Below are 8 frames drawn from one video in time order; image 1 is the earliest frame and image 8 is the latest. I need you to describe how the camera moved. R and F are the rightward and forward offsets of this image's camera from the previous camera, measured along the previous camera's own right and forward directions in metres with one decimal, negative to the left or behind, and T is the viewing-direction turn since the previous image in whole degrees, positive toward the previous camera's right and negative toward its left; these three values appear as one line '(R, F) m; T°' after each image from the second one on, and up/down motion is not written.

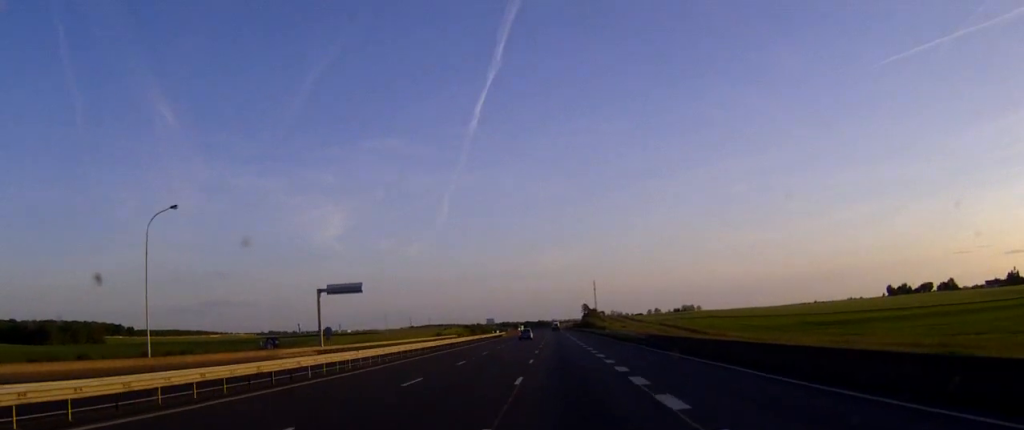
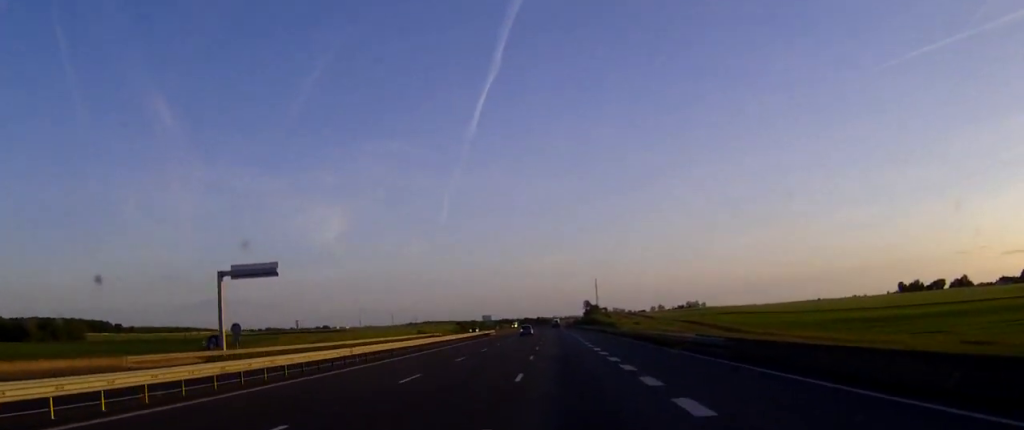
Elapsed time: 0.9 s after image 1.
(0.0, +26.8) m; 0°
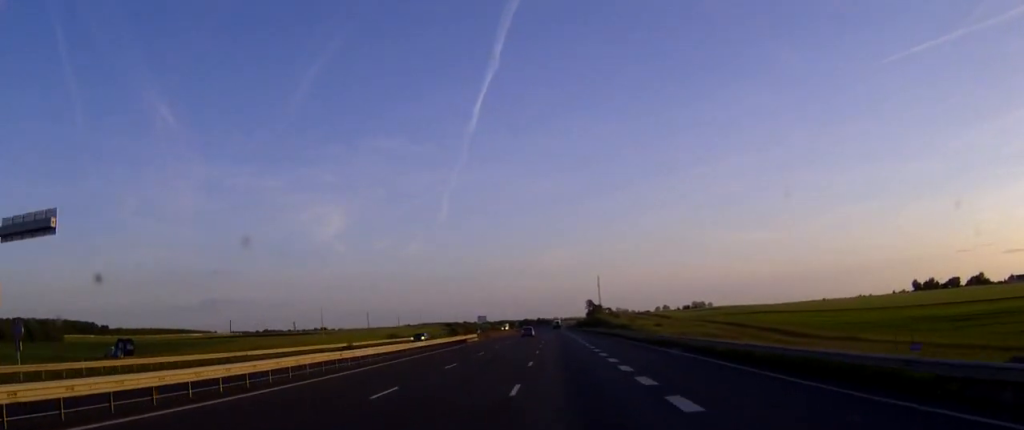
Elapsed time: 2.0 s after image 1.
(0.0, +29.6) m; 0°
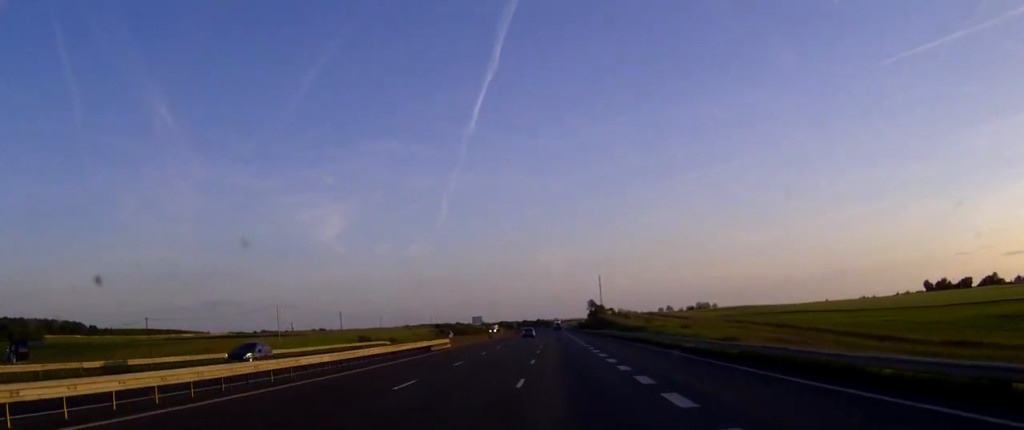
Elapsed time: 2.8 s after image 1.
(0.0, +23.8) m; 0°
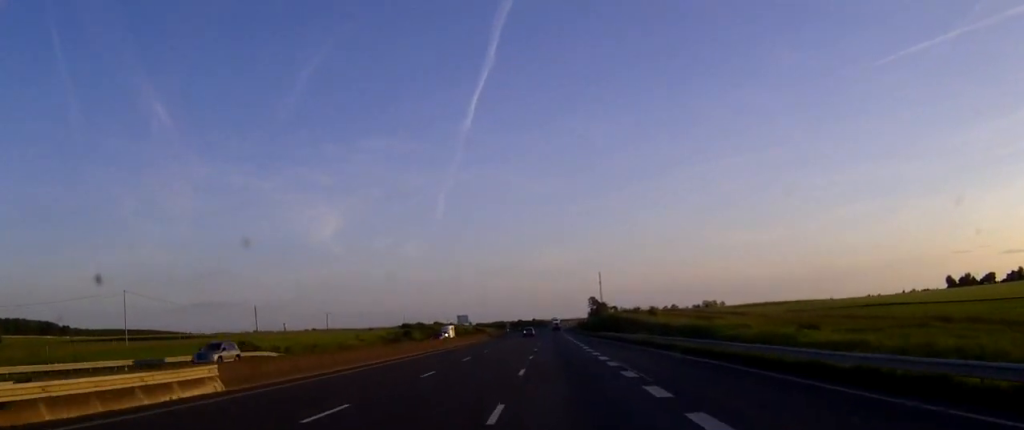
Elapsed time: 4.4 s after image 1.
(0.0, +46.7) m; 0°
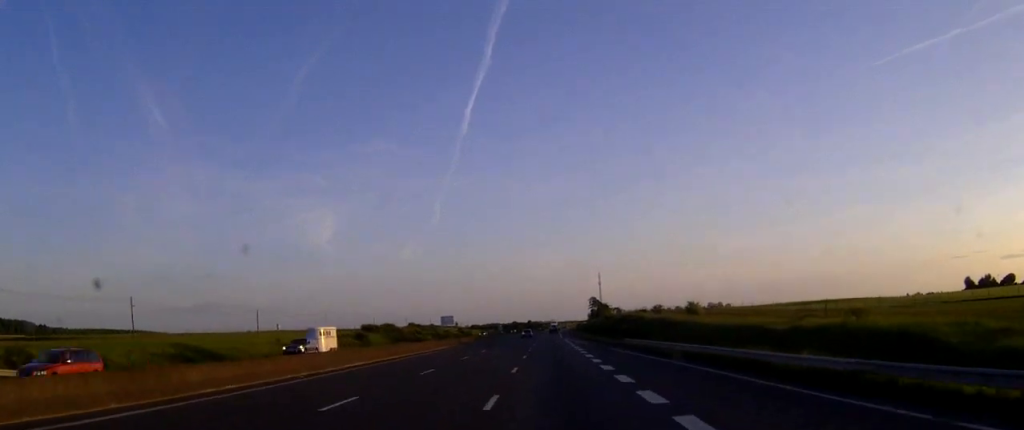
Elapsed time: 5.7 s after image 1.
(+0.1, +37.2) m; 0°
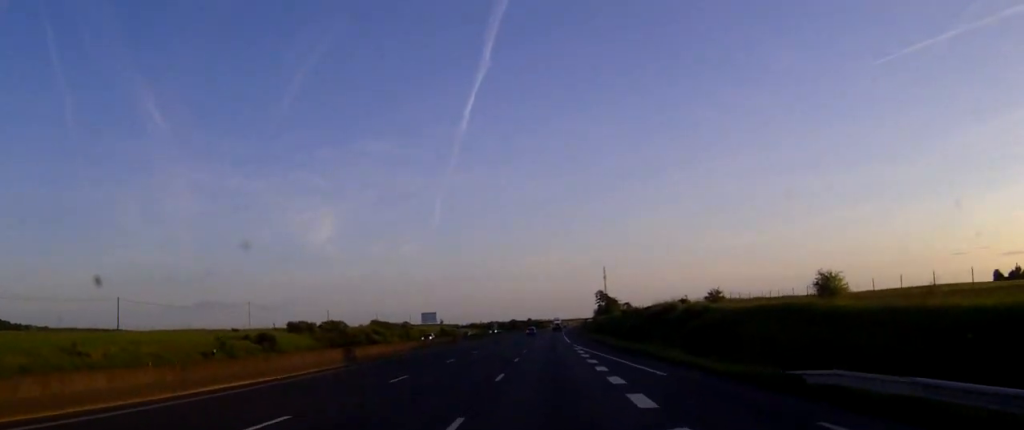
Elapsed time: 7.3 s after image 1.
(0.0, +43.8) m; 0°
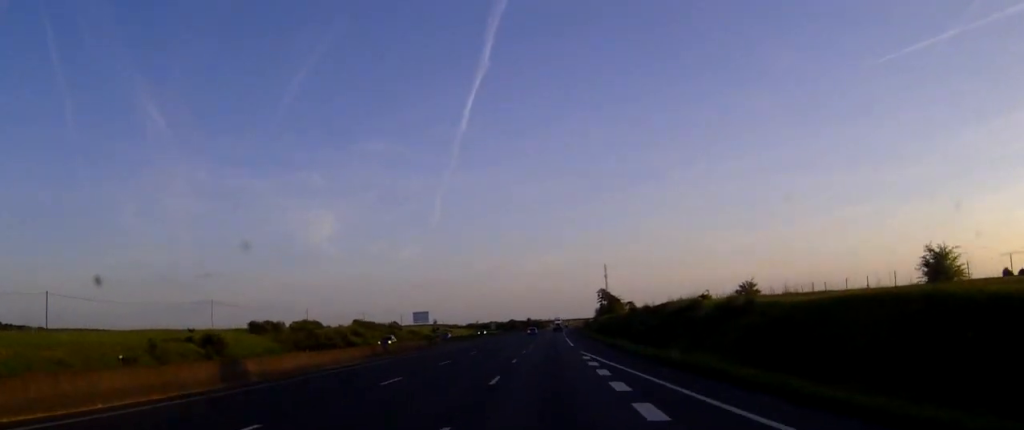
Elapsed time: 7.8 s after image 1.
(0.0, +14.3) m; 0°
